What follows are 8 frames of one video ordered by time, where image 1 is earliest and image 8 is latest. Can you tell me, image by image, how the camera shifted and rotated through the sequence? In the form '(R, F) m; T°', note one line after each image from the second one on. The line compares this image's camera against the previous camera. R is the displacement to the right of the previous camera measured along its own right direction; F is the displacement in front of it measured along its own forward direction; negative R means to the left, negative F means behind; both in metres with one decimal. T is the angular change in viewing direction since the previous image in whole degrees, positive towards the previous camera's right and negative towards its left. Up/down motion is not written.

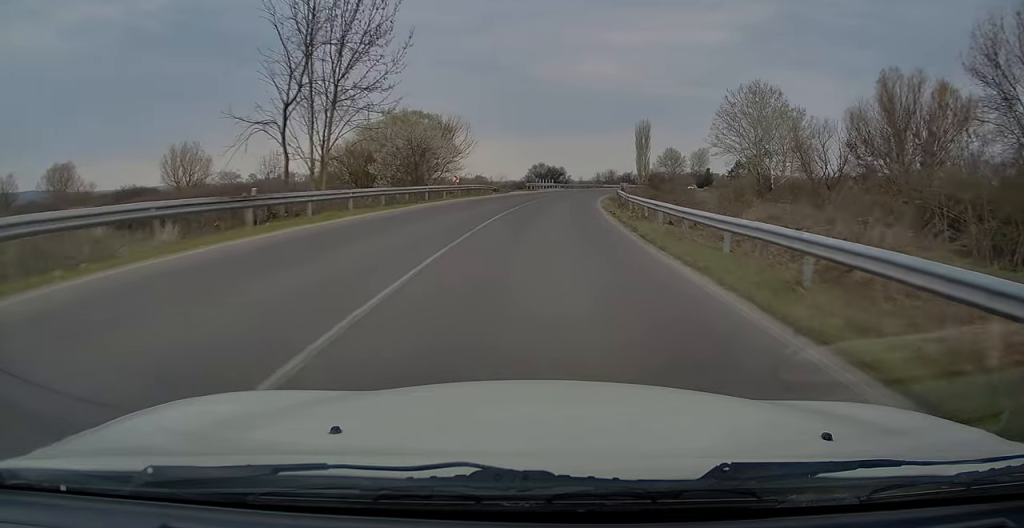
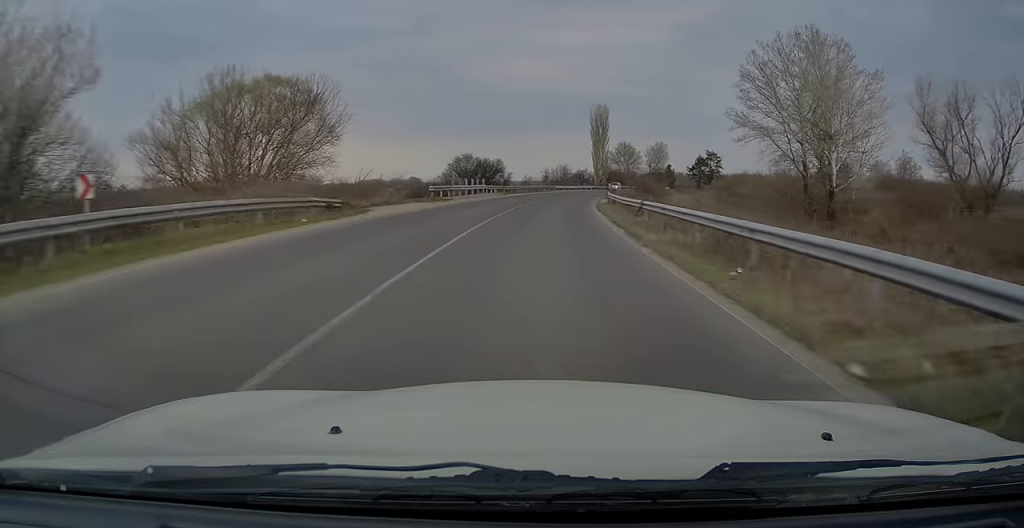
(+2.0, +32.3) m; +6°
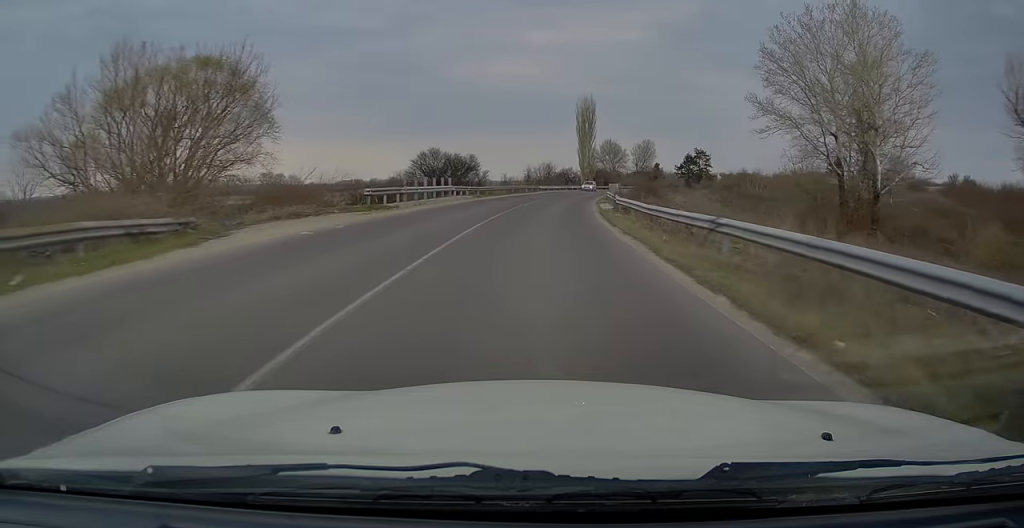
(+0.2, +10.1) m; +2°
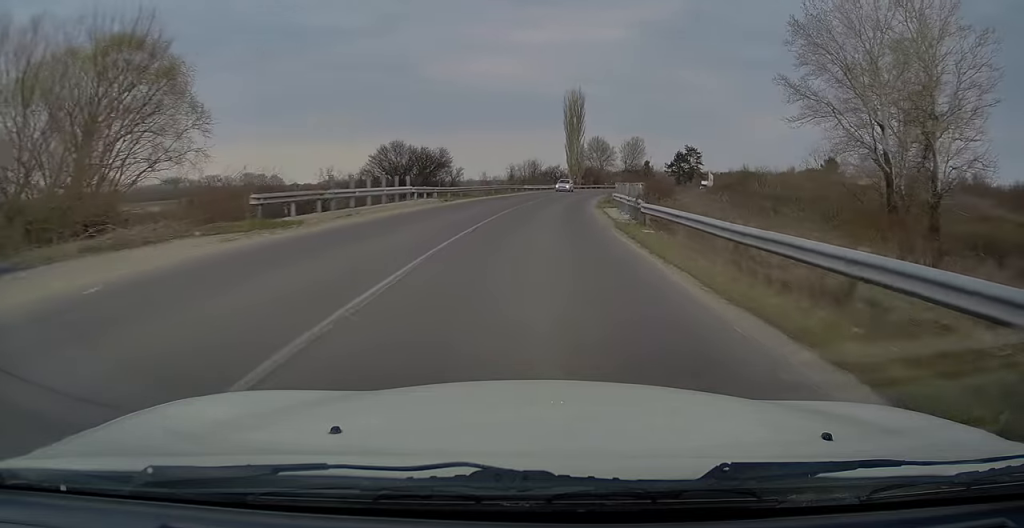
(+0.1, +8.9) m; +1°
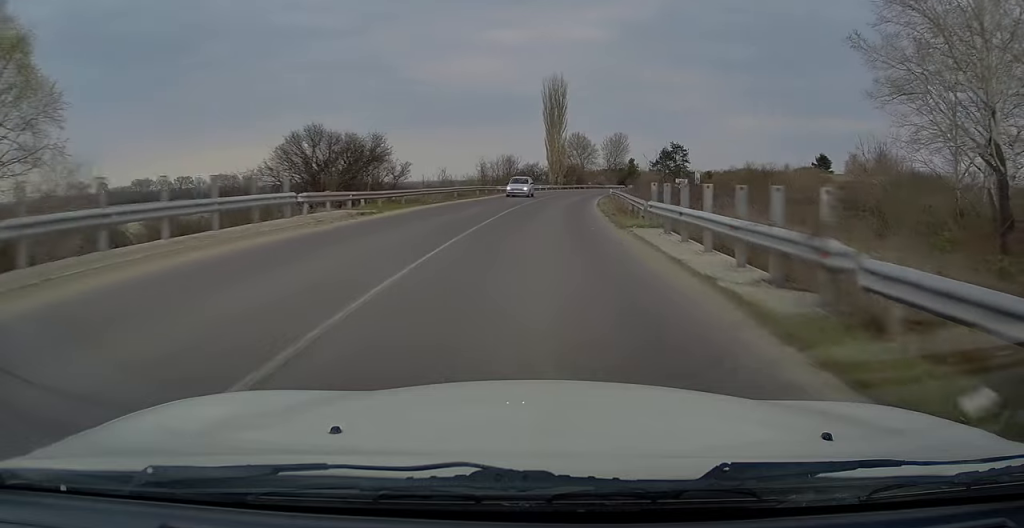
(+0.2, +12.8) m; +2°
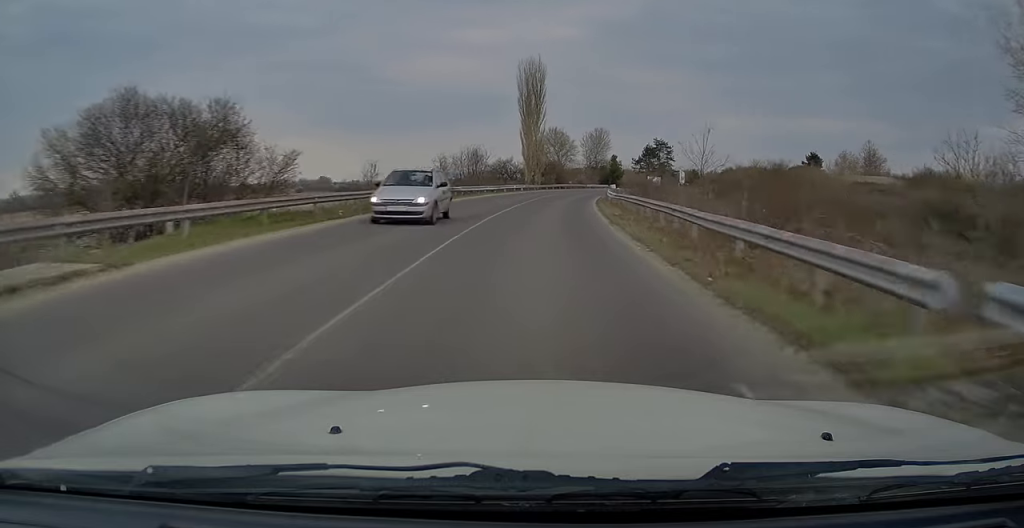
(+0.1, +13.5) m; +2°
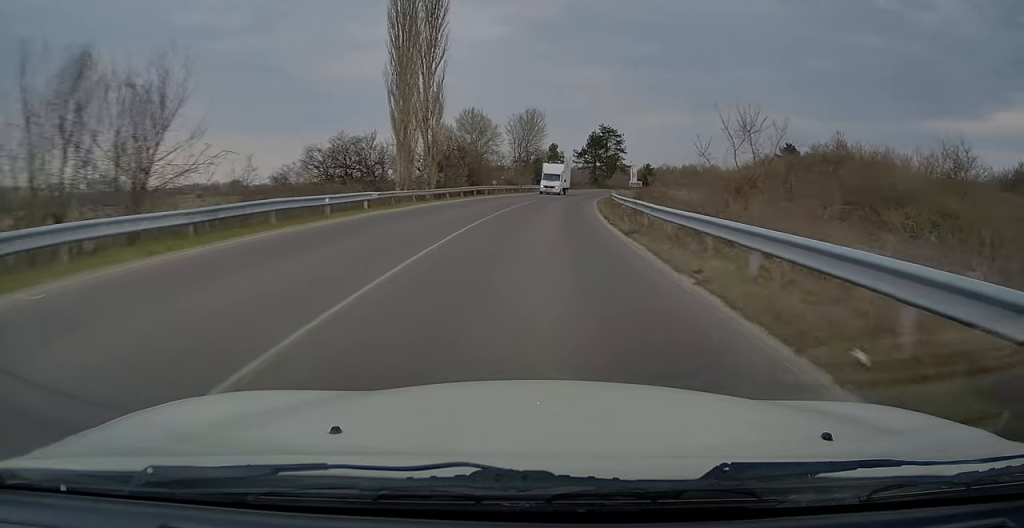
(+2.3, +42.8) m; +6°
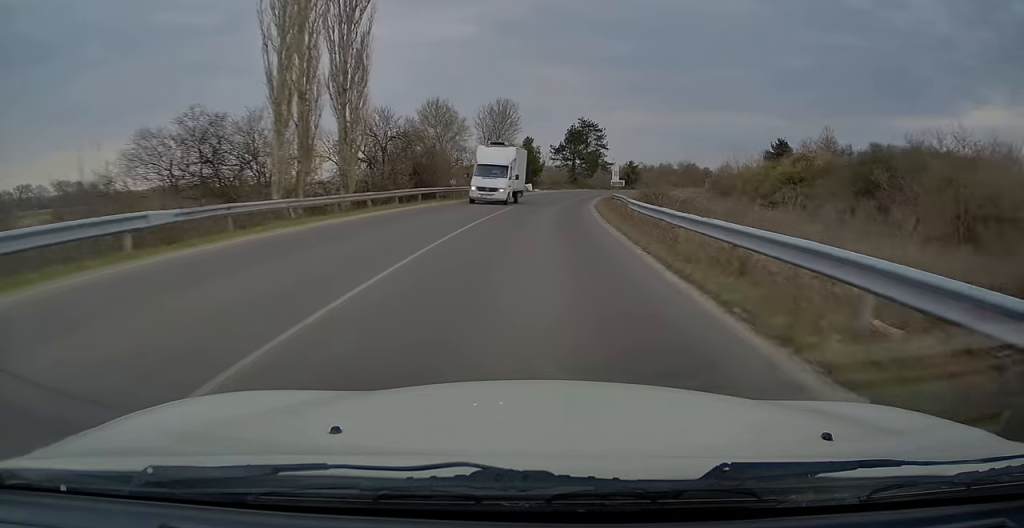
(+0.2, +14.0) m; +3°
